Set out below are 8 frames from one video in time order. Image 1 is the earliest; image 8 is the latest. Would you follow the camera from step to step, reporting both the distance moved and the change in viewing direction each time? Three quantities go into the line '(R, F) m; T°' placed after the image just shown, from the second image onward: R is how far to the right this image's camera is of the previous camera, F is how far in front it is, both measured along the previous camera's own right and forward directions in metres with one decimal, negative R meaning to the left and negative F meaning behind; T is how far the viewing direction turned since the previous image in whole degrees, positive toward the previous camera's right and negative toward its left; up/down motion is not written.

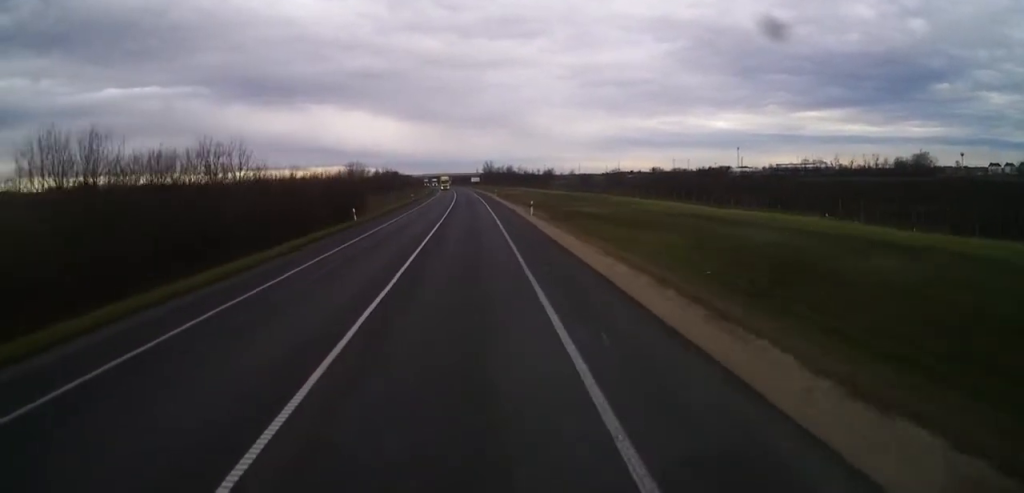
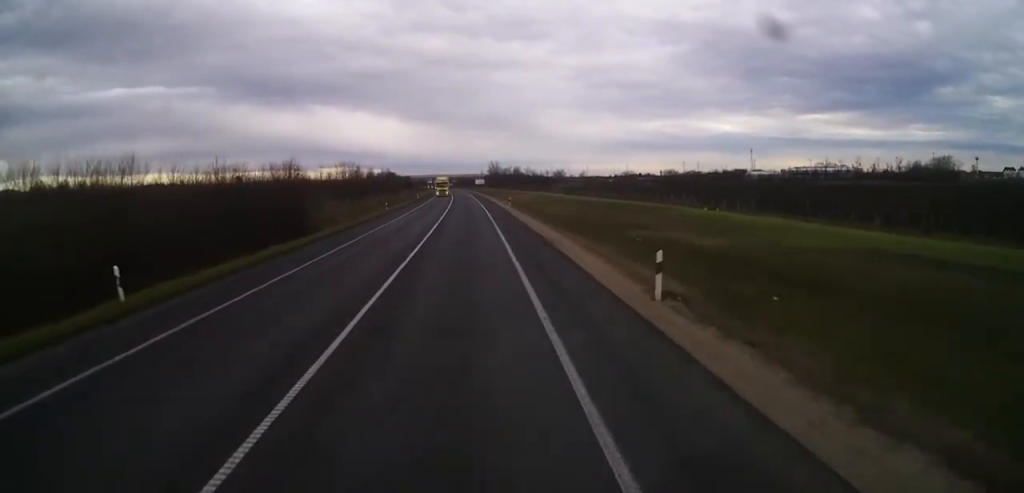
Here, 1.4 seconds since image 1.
(-0.4, +30.9) m; -1°
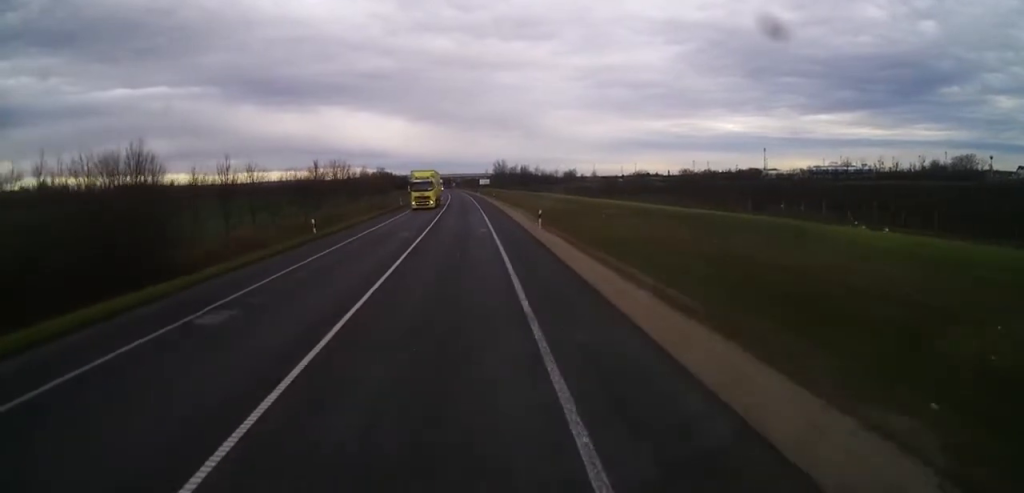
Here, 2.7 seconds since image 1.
(-0.1, +29.4) m; 0°
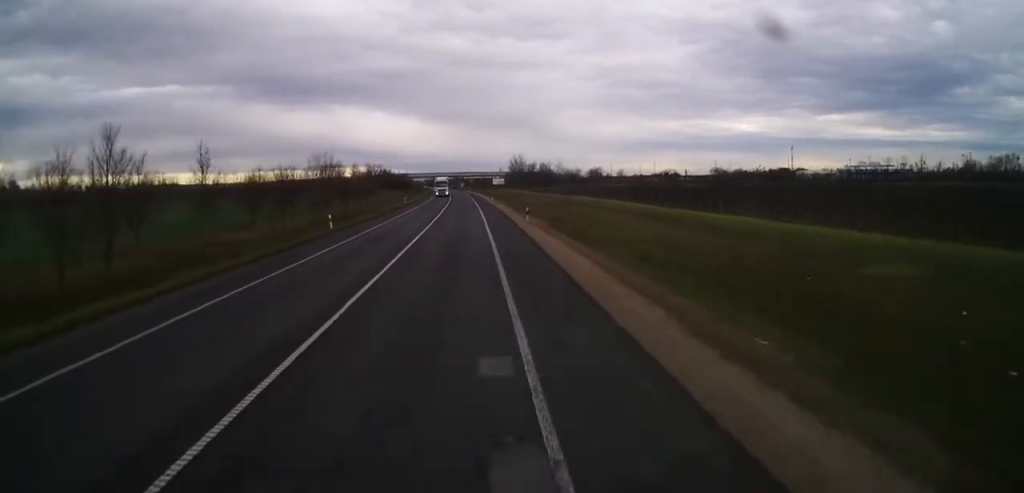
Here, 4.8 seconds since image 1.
(-0.5, +45.3) m; -1°
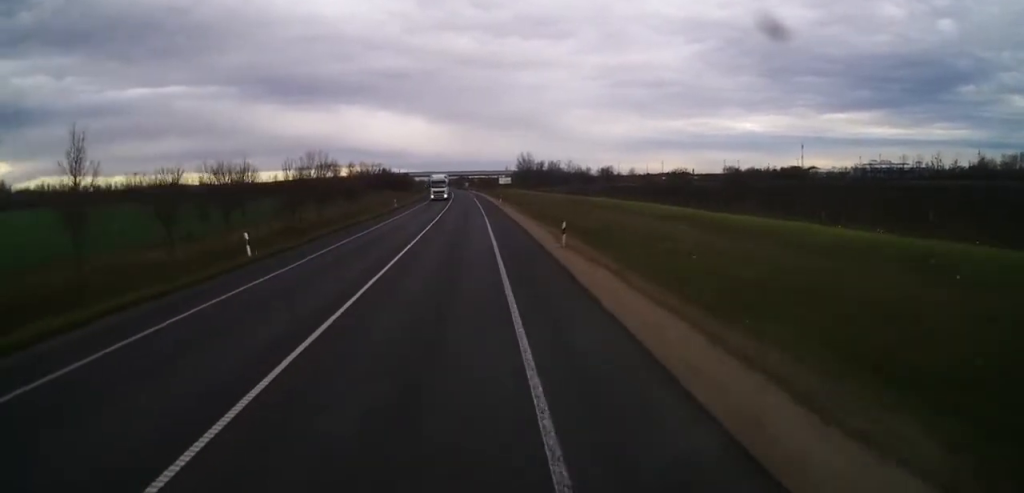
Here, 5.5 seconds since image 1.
(0.0, +15.5) m; 0°
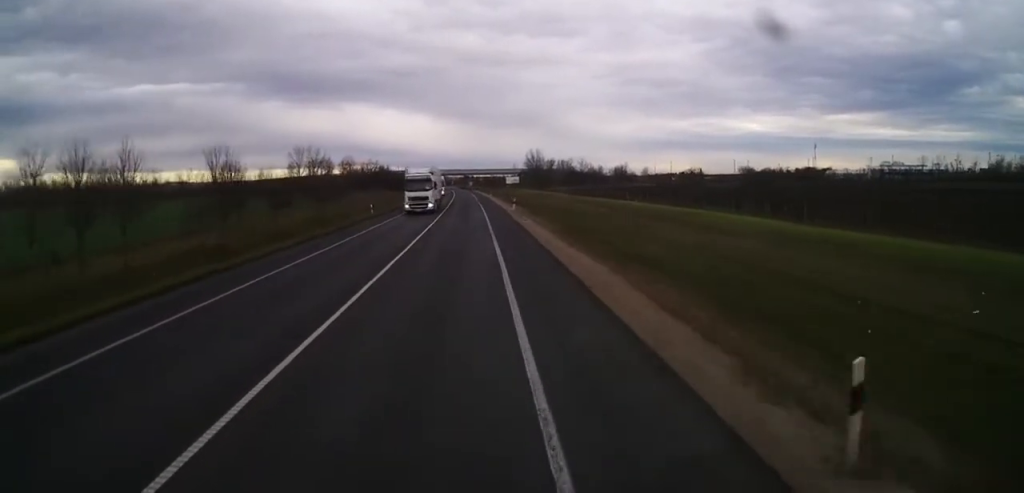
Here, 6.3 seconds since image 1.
(+0.2, +19.1) m; 0°
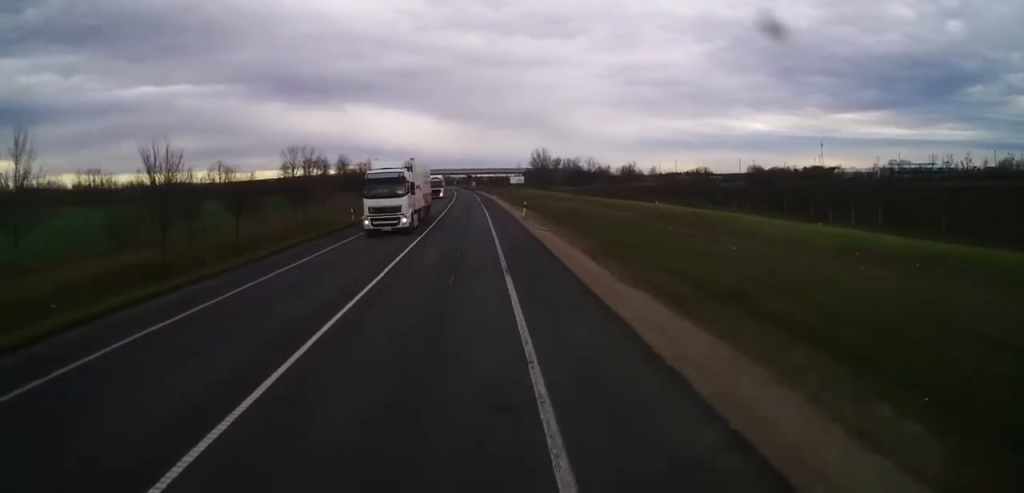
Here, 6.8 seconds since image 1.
(-0.1, +9.5) m; -1°
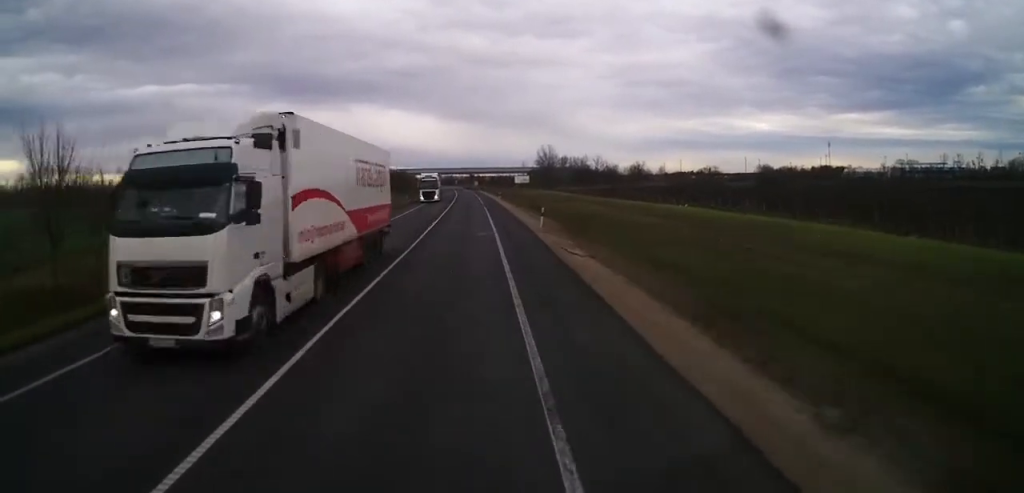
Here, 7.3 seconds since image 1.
(-0.1, +11.0) m; -1°
